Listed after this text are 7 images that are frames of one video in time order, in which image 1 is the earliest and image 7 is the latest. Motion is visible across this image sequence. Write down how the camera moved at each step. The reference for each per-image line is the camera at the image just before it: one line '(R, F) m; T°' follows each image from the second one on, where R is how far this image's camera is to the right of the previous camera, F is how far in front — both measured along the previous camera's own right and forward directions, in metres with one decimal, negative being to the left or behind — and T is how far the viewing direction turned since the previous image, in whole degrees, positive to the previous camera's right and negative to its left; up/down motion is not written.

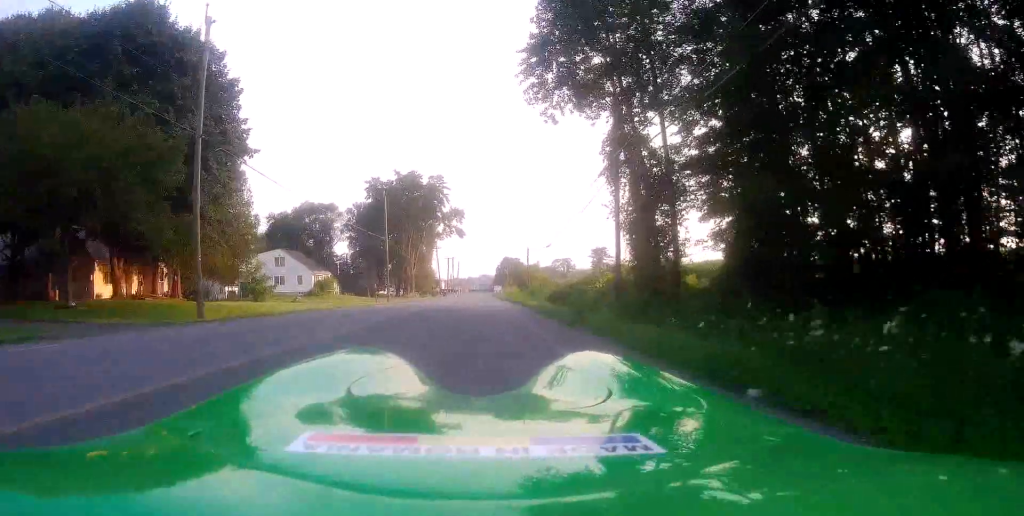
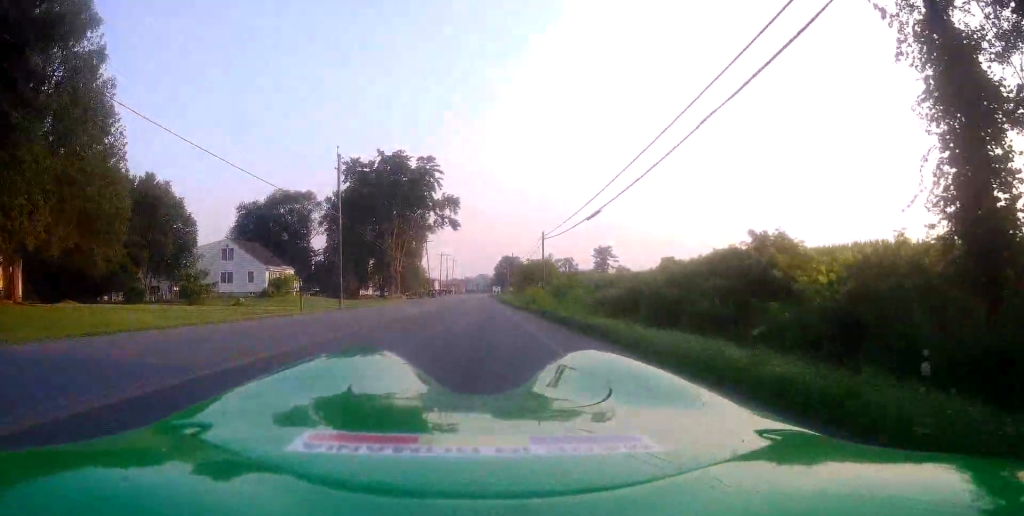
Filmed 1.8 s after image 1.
(+0.7, +17.7) m; +2°
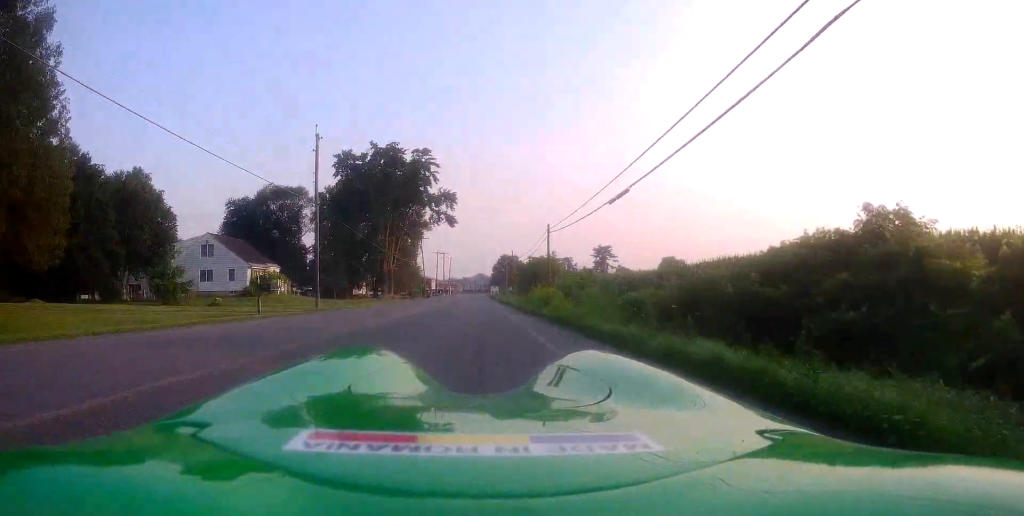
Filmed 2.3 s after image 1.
(0.0, +5.0) m; 0°
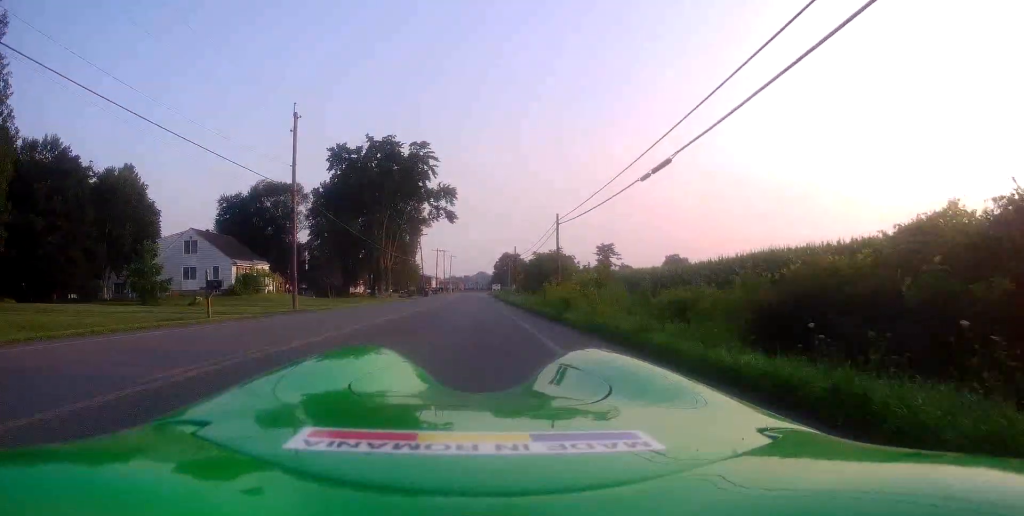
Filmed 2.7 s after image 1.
(0.0, +4.2) m; 0°
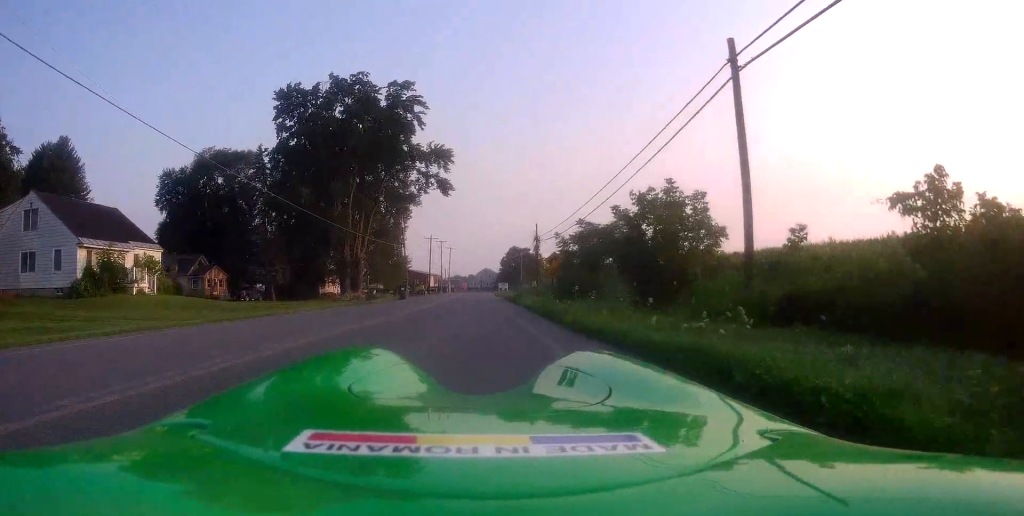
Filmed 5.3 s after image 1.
(-0.4, +25.8) m; -3°
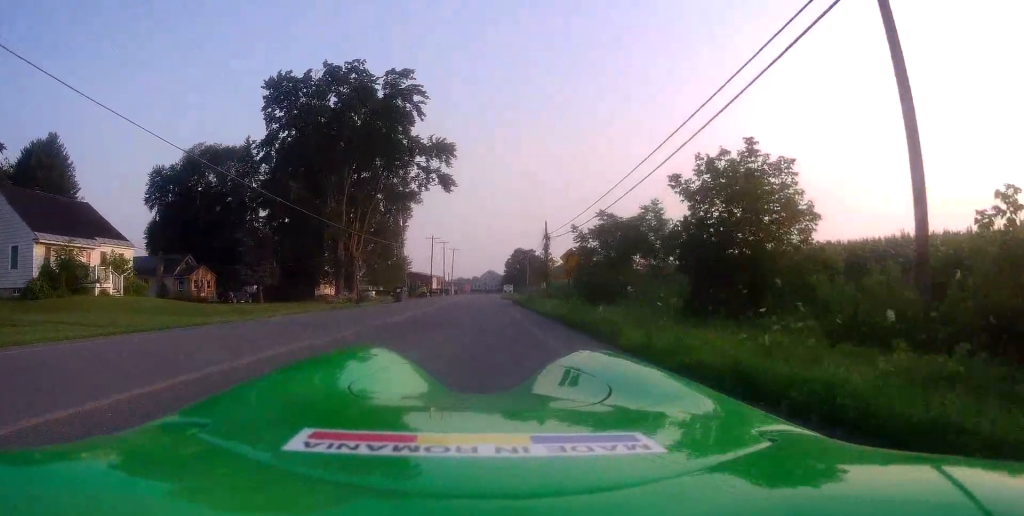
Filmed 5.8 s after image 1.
(-0.1, +4.7) m; -1°
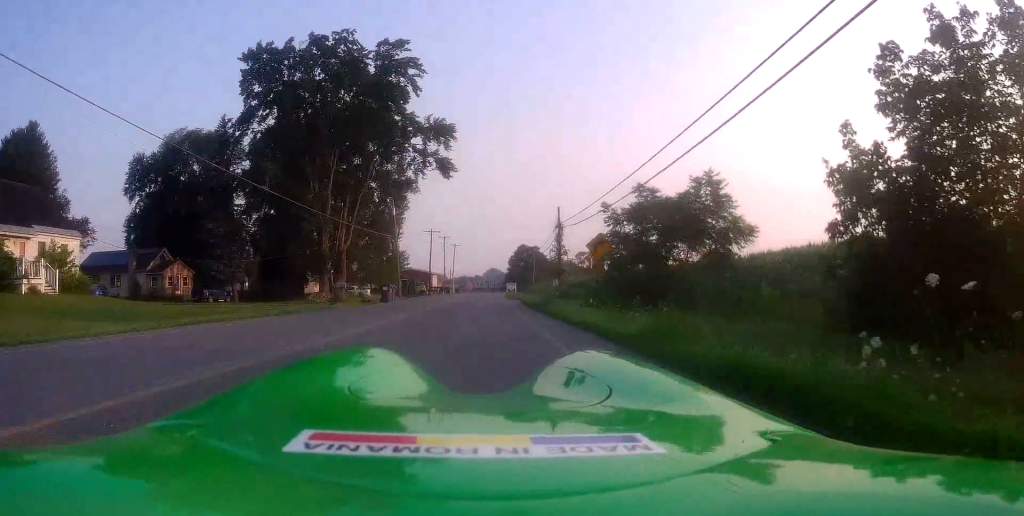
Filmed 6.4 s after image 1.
(0.0, +6.8) m; +1°
